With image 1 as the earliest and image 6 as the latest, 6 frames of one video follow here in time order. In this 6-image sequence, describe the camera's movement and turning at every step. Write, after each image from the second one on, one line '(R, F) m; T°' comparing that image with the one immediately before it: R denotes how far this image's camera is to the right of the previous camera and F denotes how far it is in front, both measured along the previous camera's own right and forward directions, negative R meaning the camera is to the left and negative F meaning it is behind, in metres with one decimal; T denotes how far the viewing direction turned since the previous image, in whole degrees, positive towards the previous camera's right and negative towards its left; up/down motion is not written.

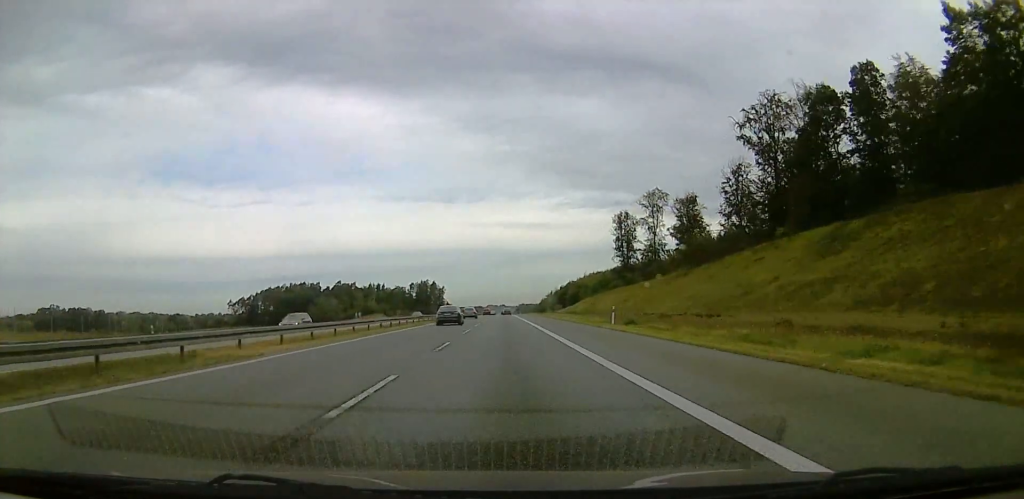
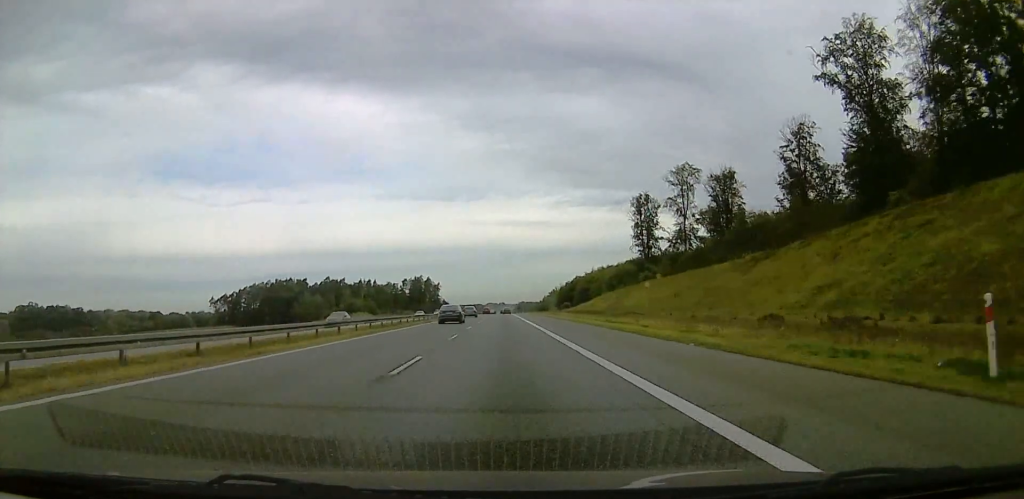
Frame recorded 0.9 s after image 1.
(0.0, +30.7) m; 0°
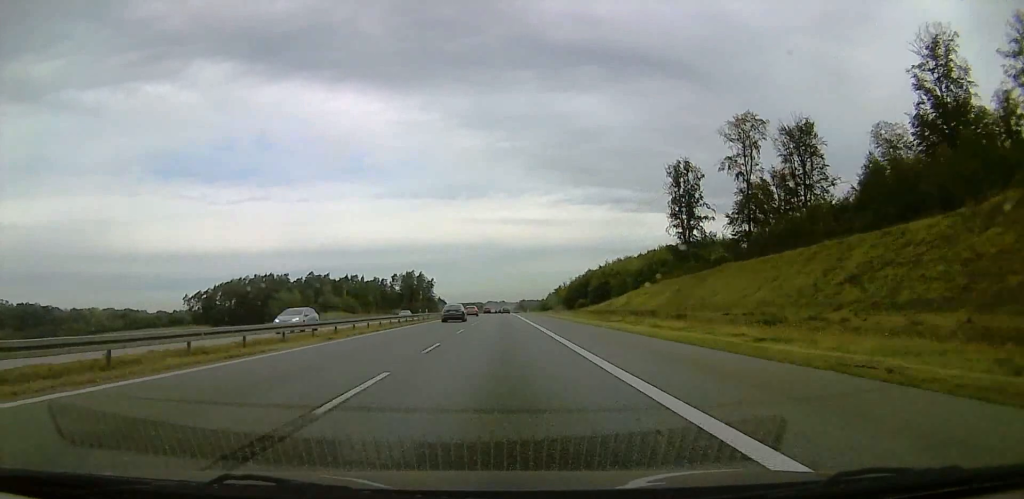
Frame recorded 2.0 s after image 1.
(0.0, +40.4) m; 0°
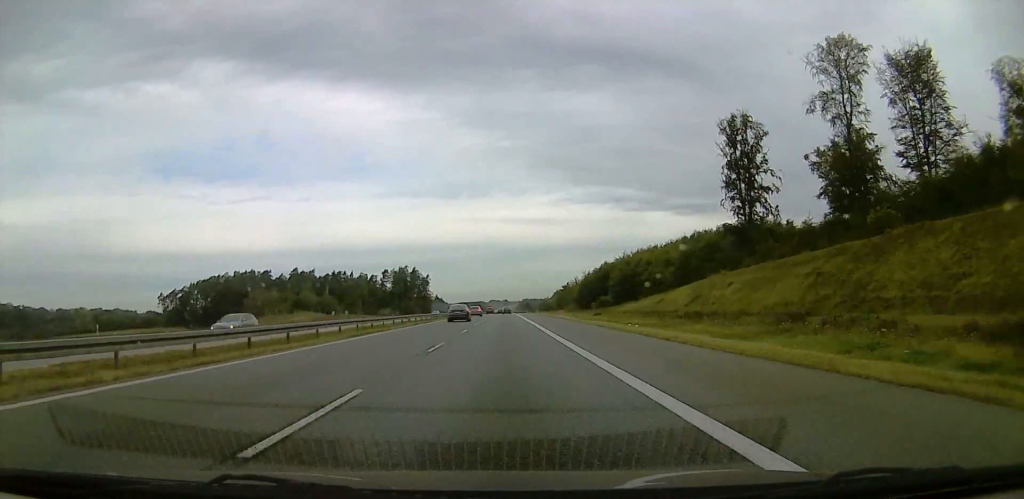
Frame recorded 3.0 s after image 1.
(0.0, +35.9) m; 0°
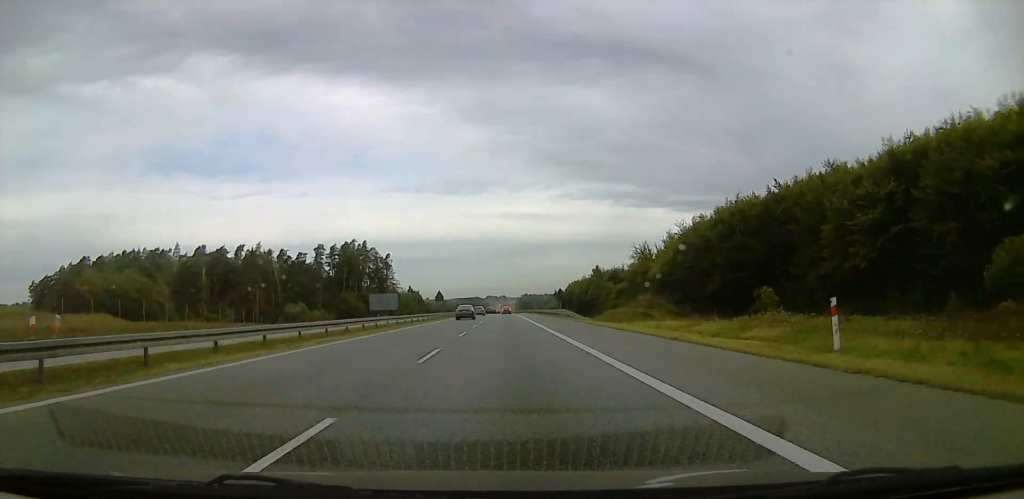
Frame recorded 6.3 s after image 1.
(0.0, +118.4) m; 0°
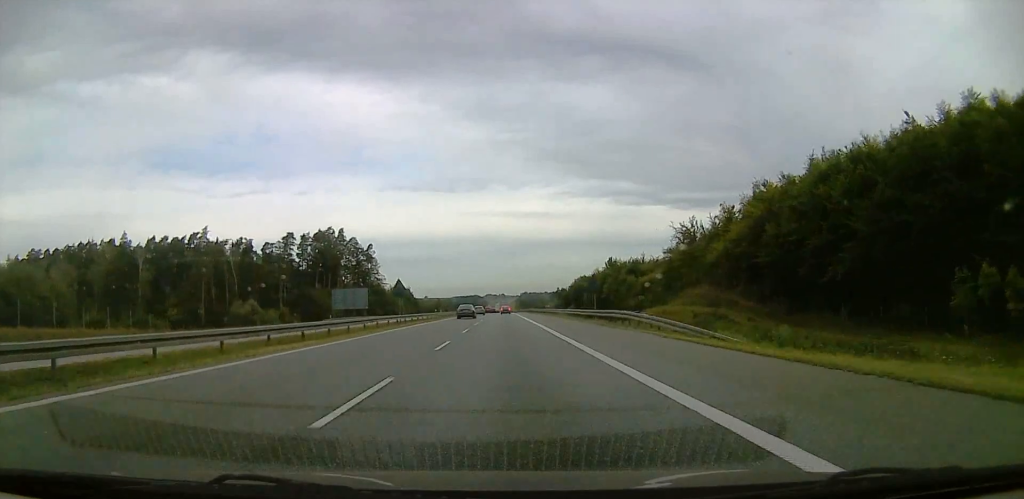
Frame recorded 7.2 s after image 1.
(0.0, +28.7) m; 0°
